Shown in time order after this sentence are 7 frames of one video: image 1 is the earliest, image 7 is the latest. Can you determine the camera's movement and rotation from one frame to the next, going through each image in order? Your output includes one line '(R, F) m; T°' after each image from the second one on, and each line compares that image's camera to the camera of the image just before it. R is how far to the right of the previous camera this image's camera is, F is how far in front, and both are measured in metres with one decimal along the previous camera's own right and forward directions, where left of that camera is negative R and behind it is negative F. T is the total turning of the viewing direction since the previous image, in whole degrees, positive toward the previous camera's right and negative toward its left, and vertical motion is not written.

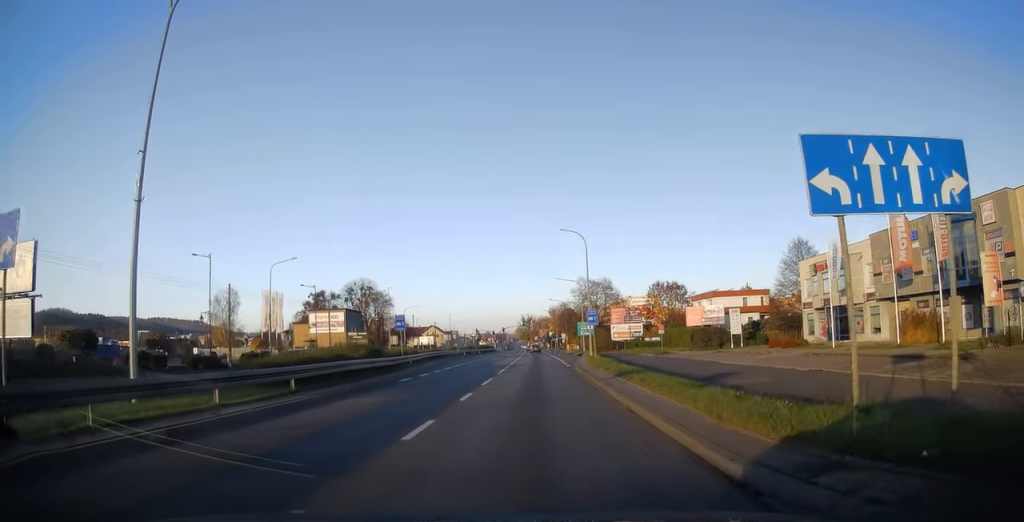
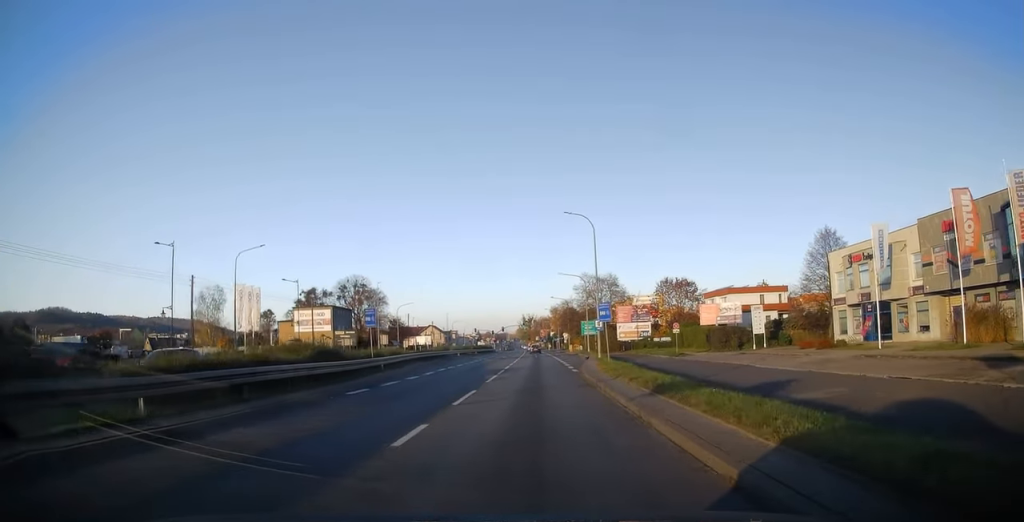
(-0.1, +6.6) m; -1°
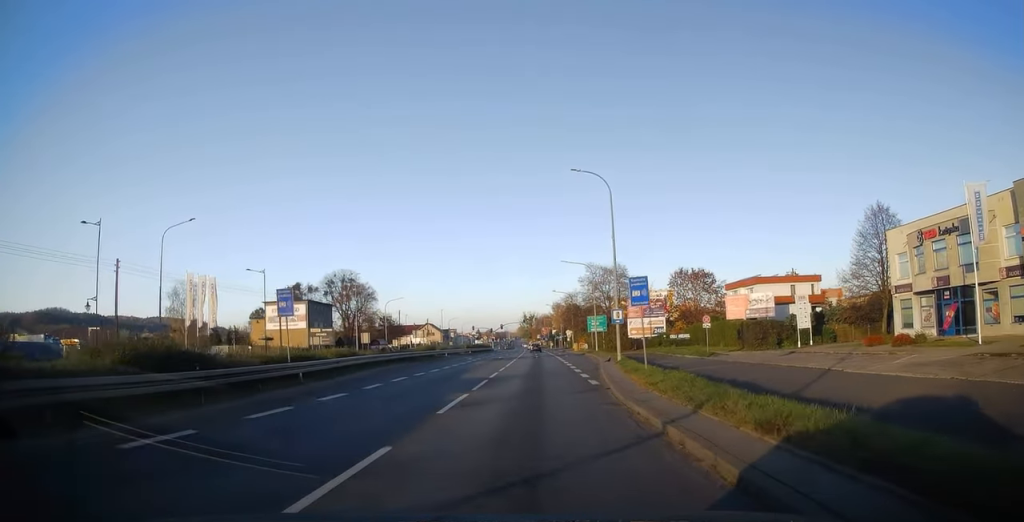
(0.0, +10.2) m; +1°
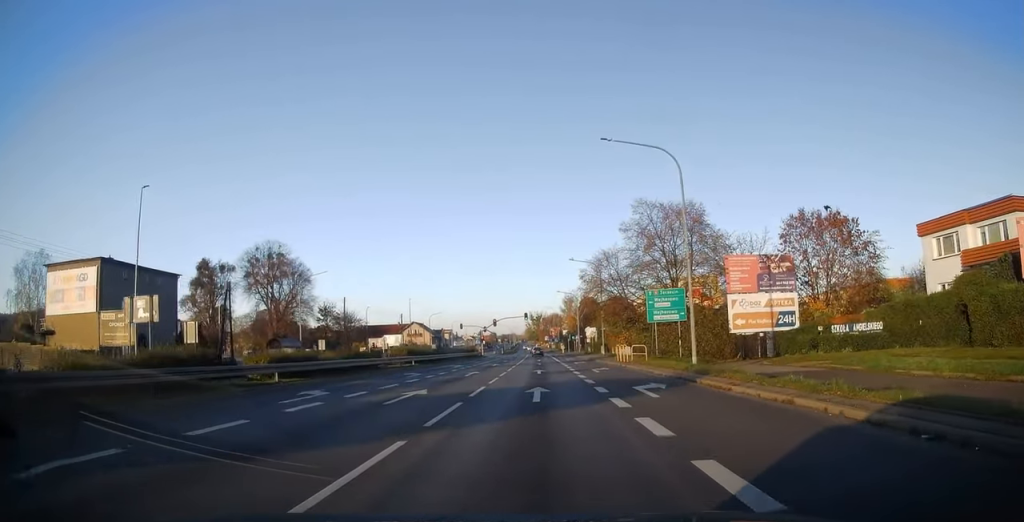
(+0.4, +42.1) m; -1°
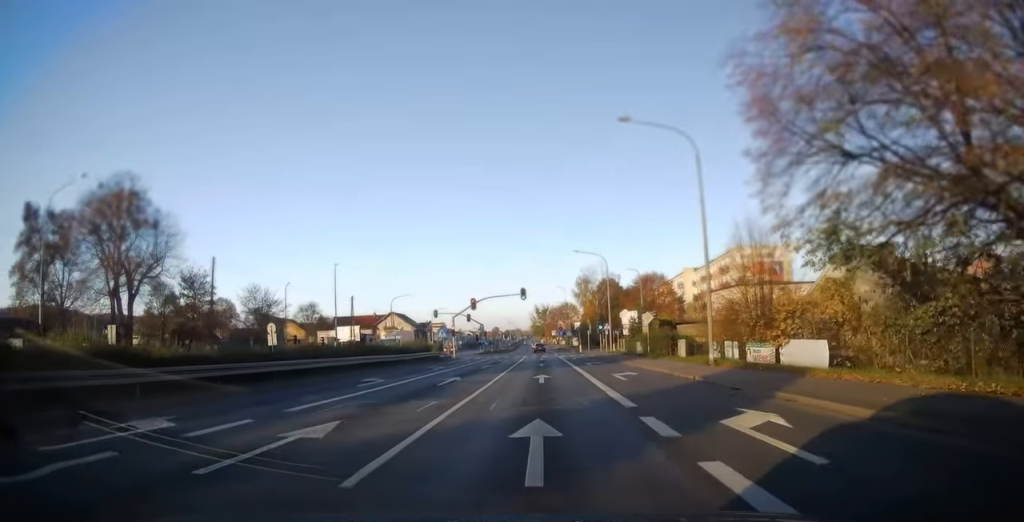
(+0.1, +40.2) m; 0°
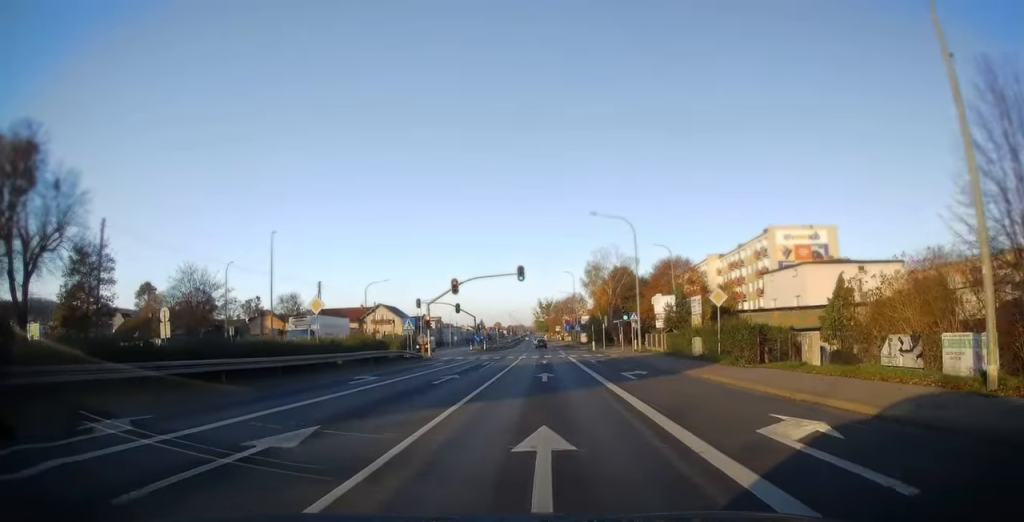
(0.0, +16.5) m; -1°
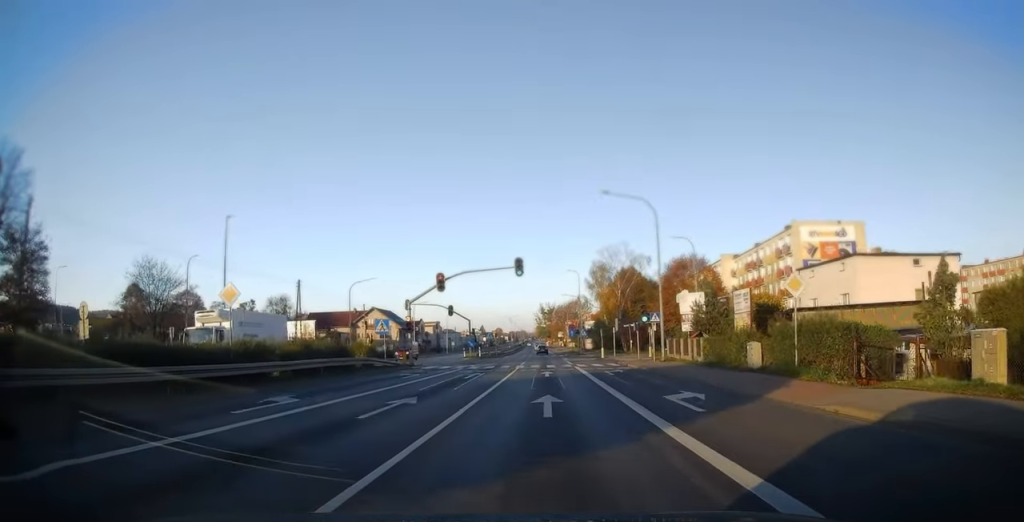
(+0.1, +8.0) m; -1°
